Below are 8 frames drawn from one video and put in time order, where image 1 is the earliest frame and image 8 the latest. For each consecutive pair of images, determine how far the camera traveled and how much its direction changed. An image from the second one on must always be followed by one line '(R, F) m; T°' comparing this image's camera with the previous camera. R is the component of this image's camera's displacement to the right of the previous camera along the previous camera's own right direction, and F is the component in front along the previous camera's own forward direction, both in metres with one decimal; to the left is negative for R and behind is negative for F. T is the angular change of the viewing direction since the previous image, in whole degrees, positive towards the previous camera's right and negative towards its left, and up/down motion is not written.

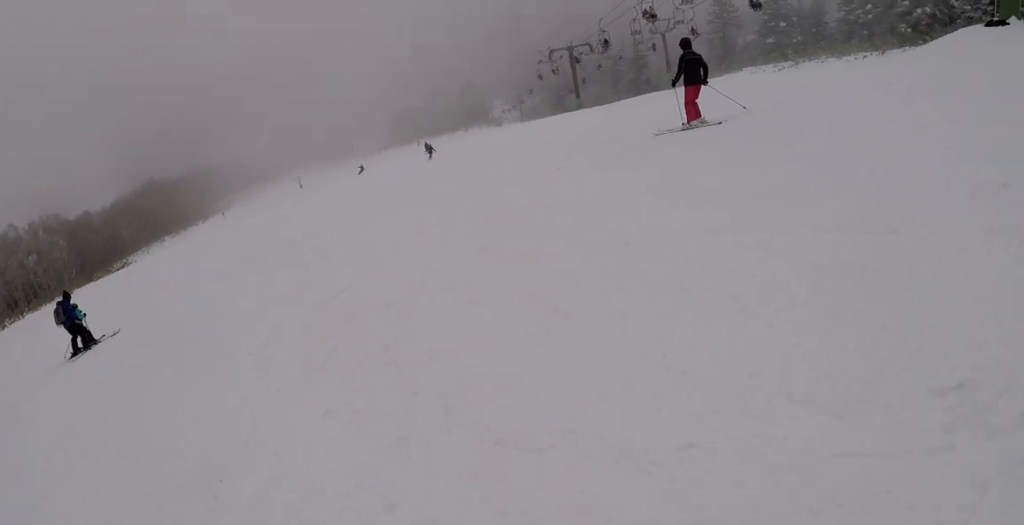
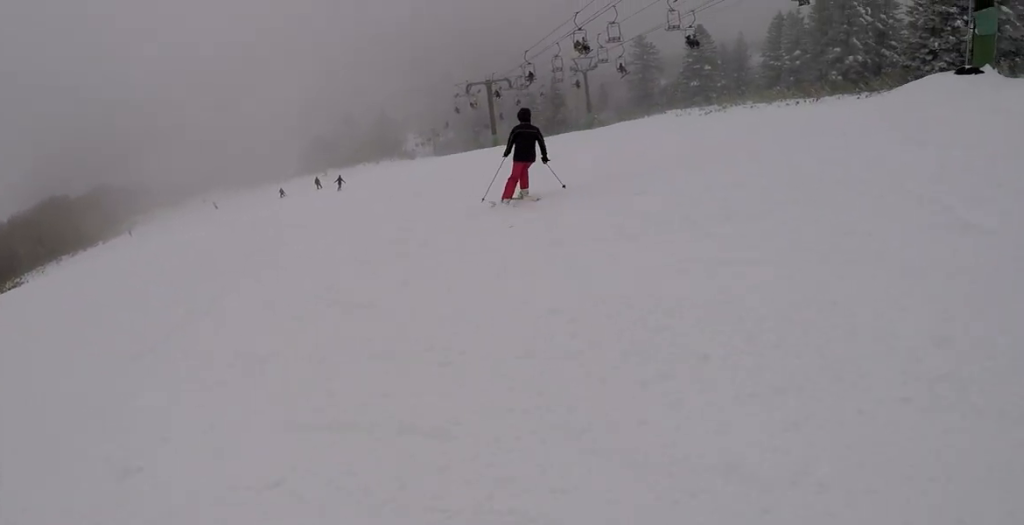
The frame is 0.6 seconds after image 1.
(+0.5, +3.6) m; +11°
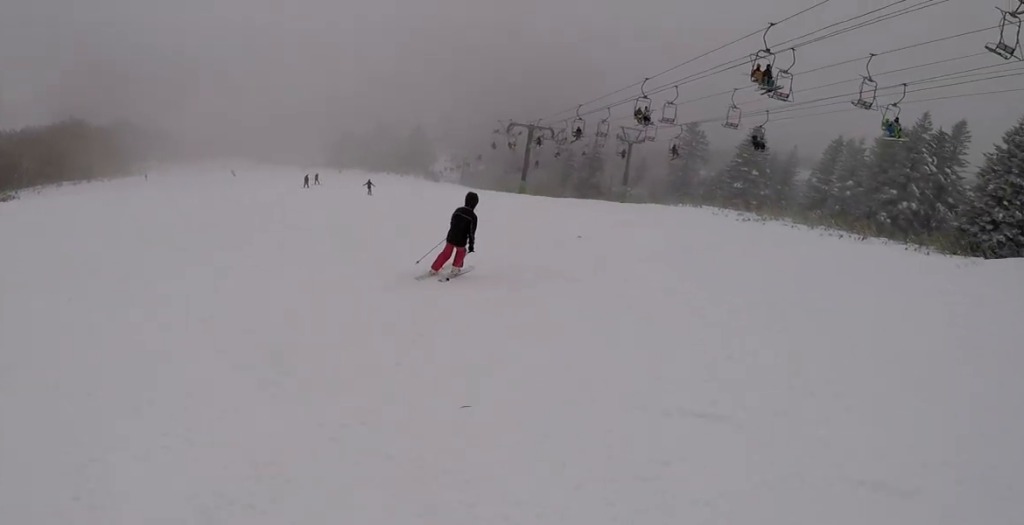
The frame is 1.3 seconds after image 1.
(+0.8, +4.3) m; -1°
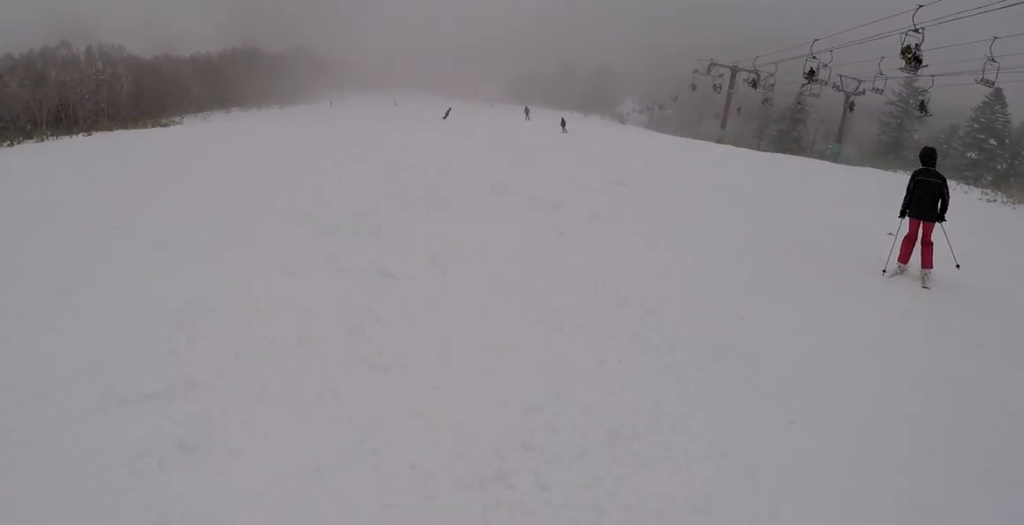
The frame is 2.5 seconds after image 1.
(-1.4, +7.3) m; -24°
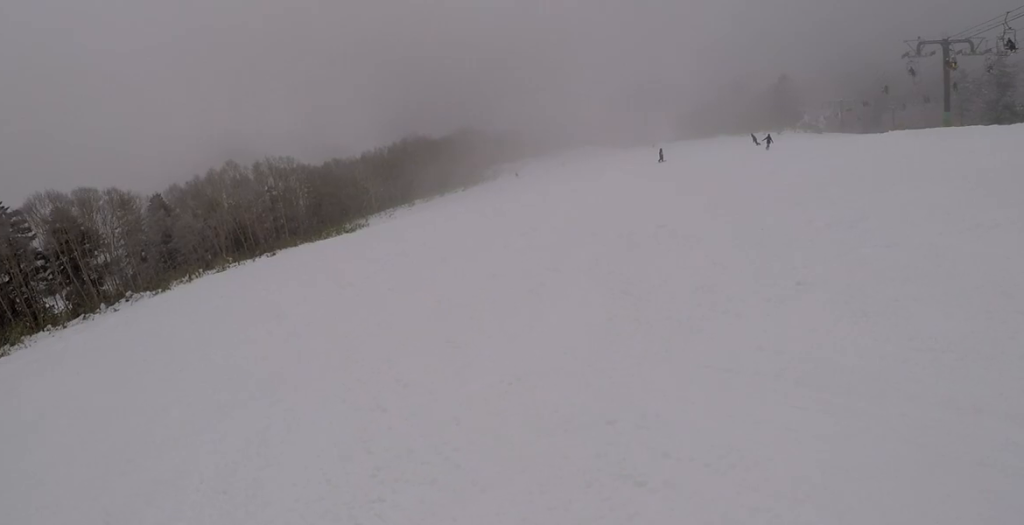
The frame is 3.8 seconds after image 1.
(-2.2, +8.7) m; -10°
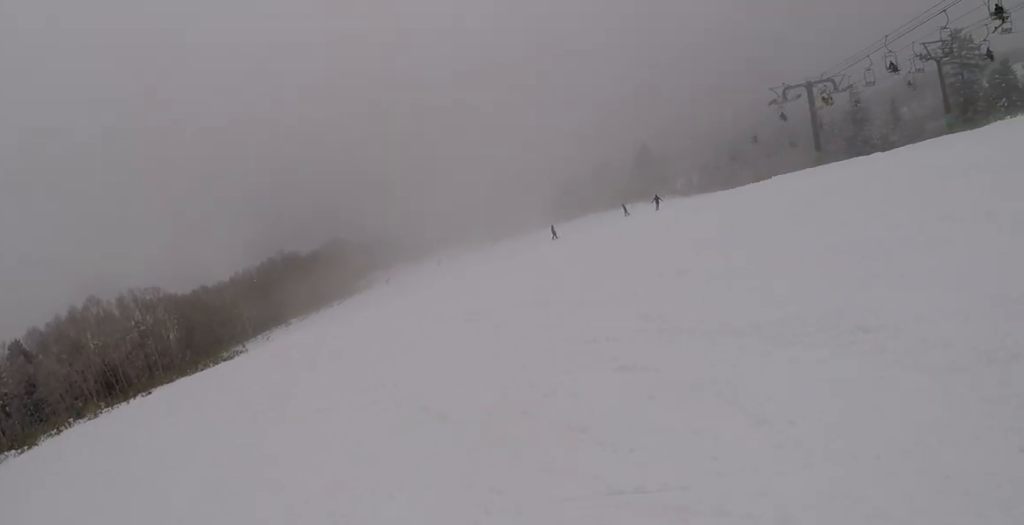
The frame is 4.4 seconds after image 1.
(-1.1, +3.9) m; +12°
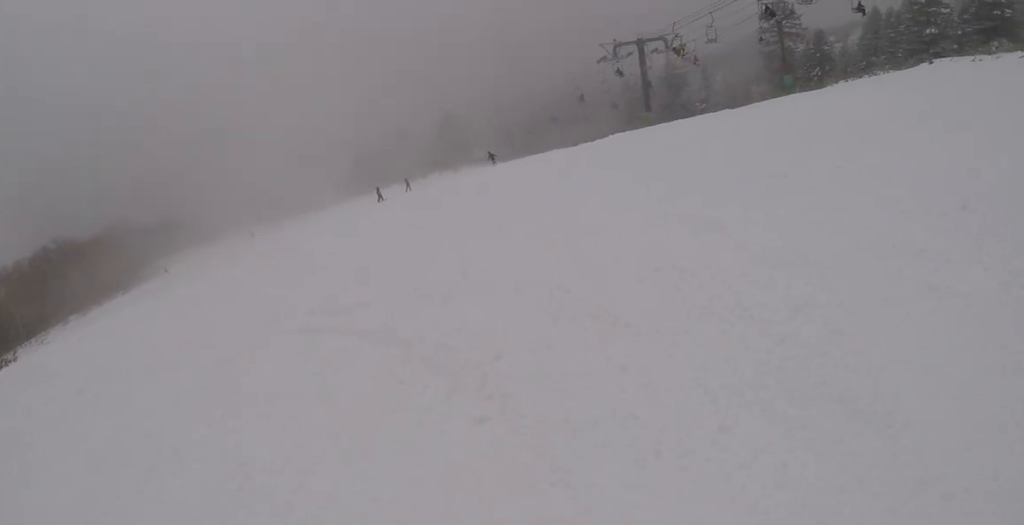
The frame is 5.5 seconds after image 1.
(+3.6, +6.7) m; +28°
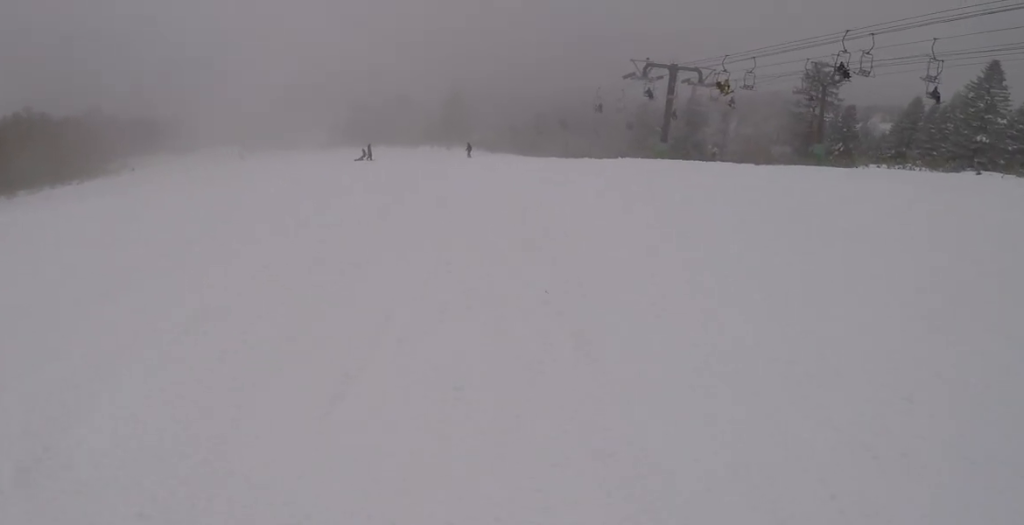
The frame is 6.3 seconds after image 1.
(+0.1, +5.7) m; -14°
